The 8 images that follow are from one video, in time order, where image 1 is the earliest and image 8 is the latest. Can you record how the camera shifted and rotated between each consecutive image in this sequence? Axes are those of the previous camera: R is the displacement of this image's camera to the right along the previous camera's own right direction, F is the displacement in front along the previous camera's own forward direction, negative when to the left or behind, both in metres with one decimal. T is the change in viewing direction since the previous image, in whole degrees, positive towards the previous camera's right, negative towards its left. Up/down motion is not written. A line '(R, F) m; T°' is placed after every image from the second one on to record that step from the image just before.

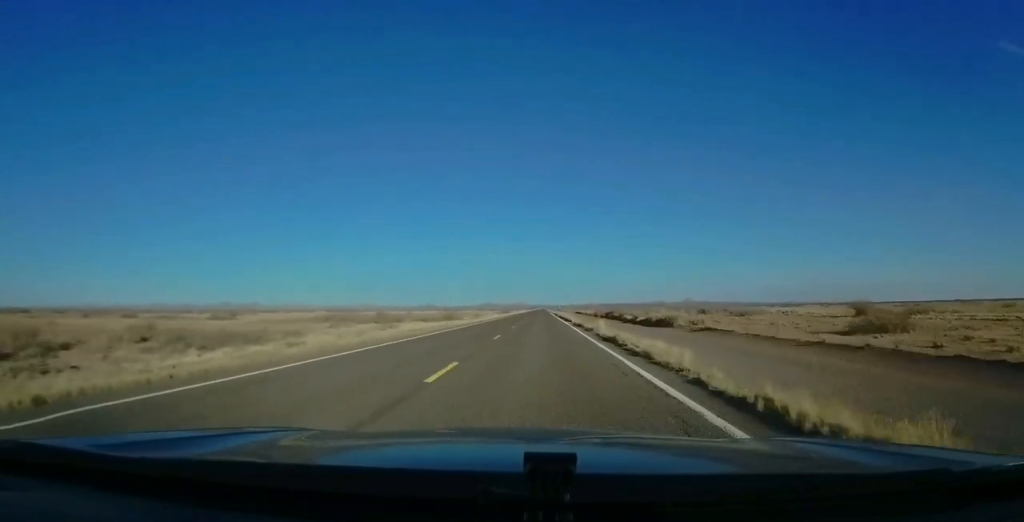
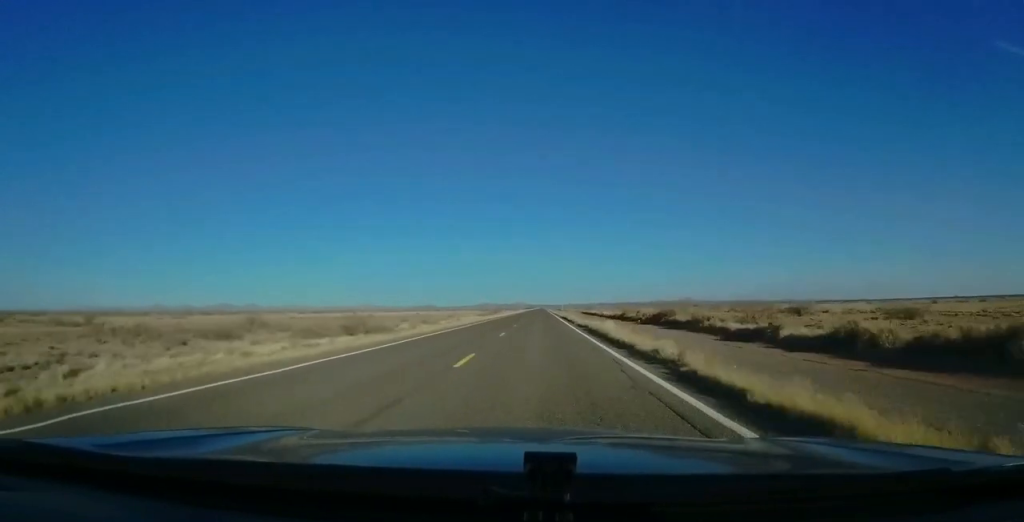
(+0.6, +46.1) m; 0°
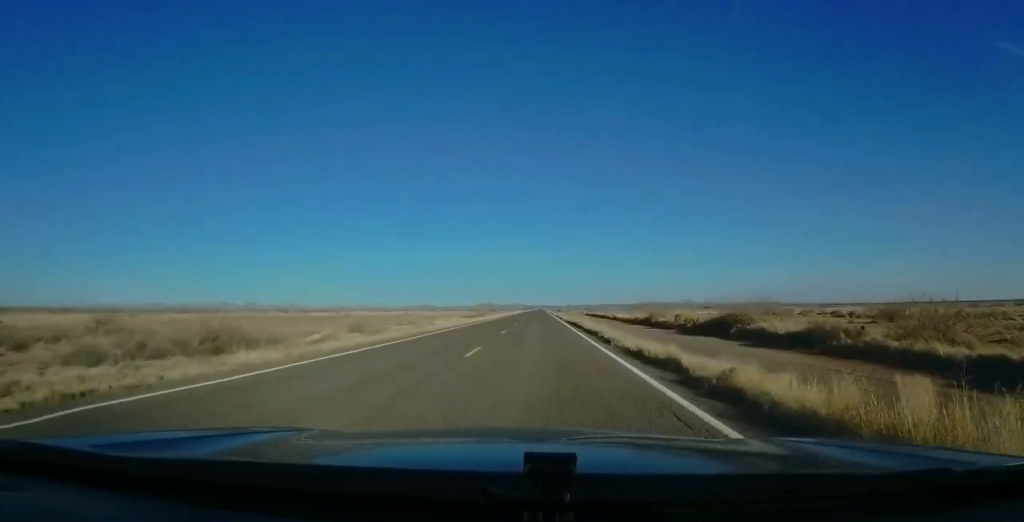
(-0.3, +22.0) m; -1°
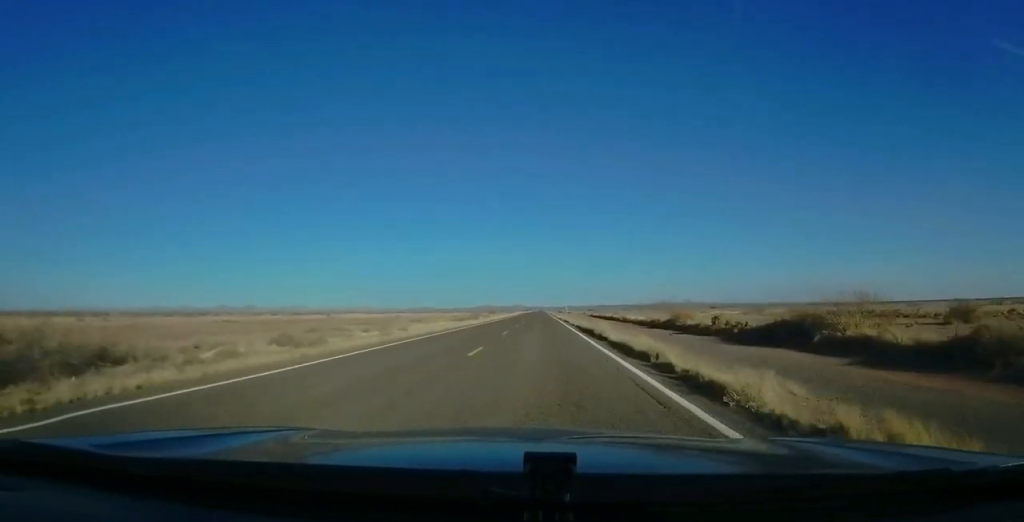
(0.0, +11.5) m; 0°
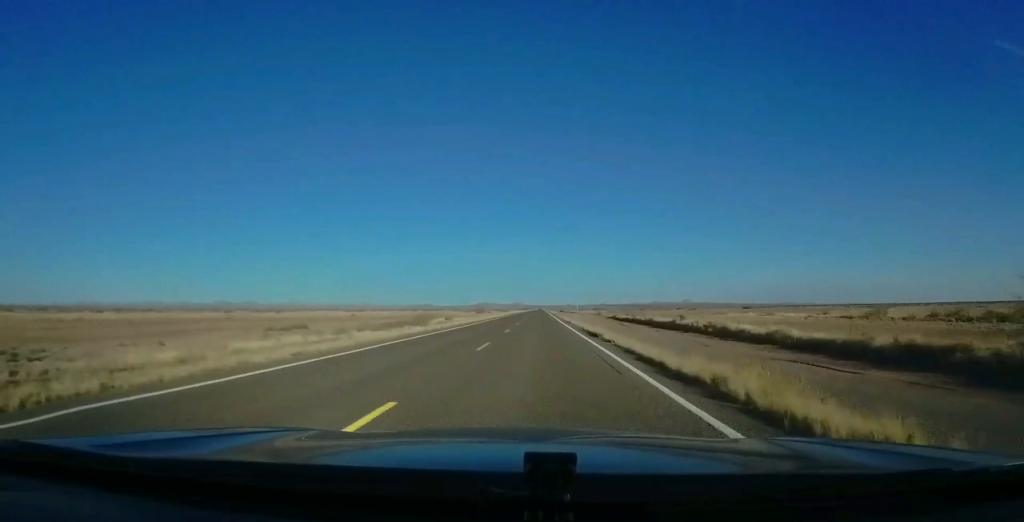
(+0.1, +46.8) m; 0°
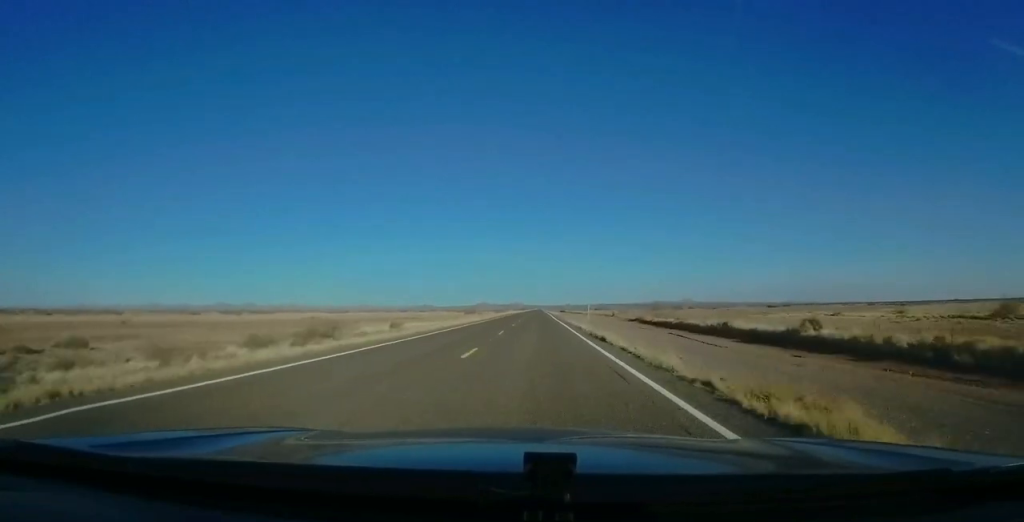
(-0.1, +26.8) m; +1°
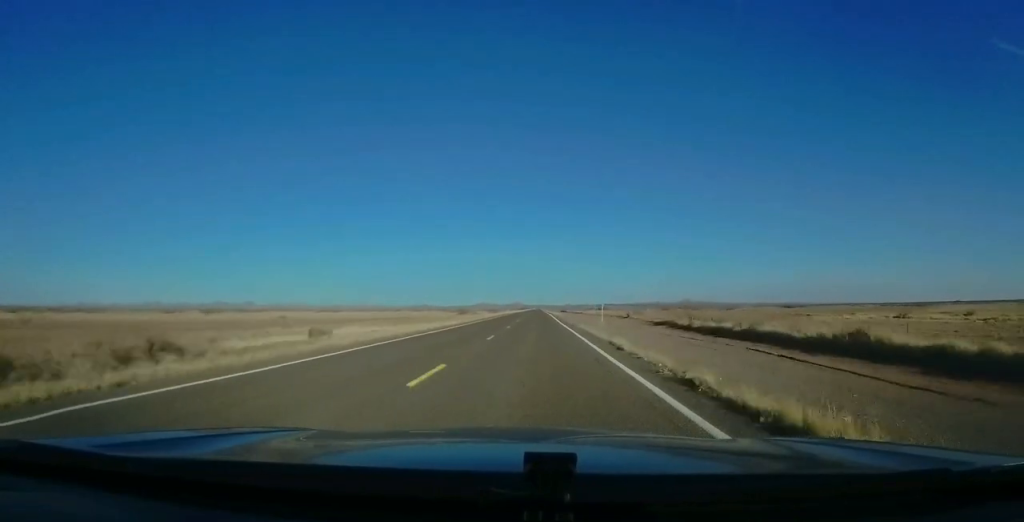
(+0.3, +17.3) m; 0°
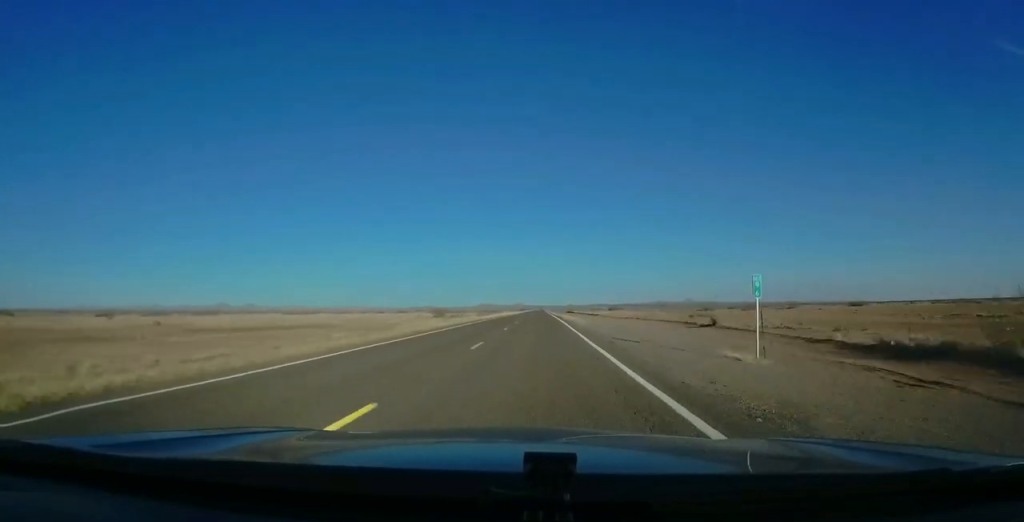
(-0.5, +41.6) m; -2°
